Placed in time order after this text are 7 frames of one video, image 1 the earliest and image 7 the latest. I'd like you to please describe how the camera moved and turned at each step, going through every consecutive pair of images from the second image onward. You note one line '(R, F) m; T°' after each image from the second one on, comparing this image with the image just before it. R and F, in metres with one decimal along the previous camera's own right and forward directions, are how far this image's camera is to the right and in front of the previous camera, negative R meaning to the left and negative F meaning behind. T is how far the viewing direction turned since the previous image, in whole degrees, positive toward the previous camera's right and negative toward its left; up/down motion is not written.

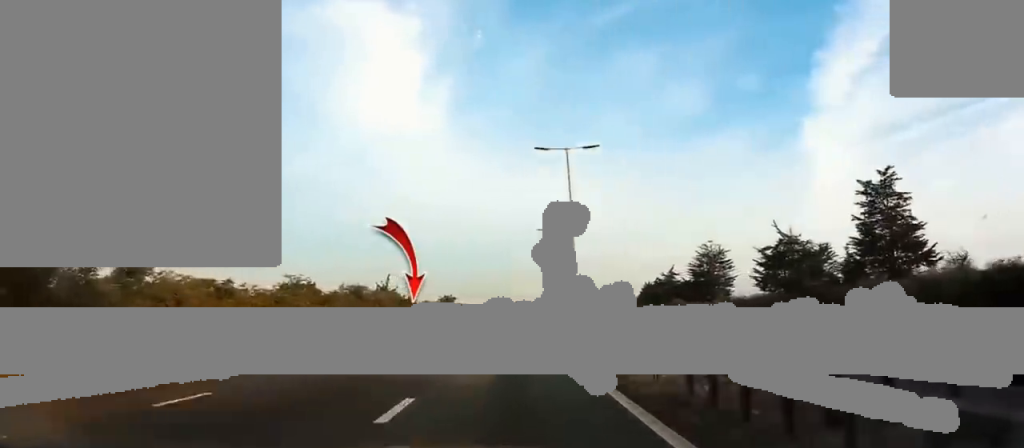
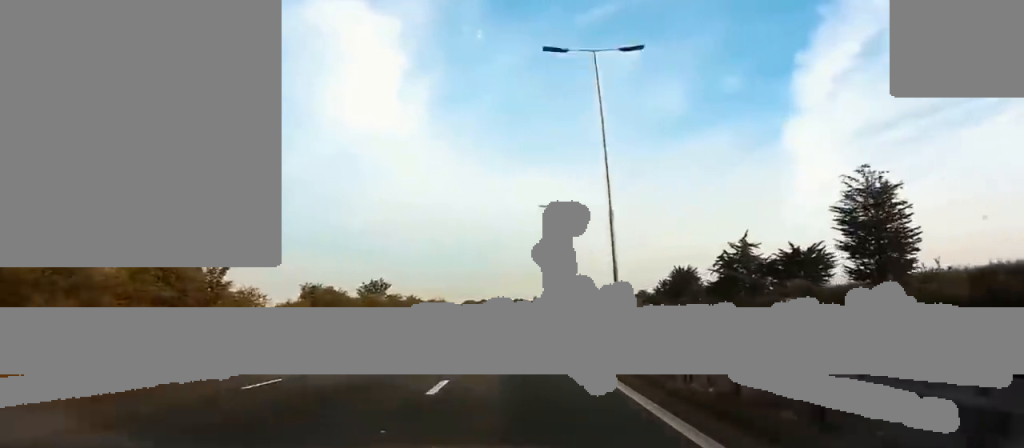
(+0.8, +51.4) m; +2°
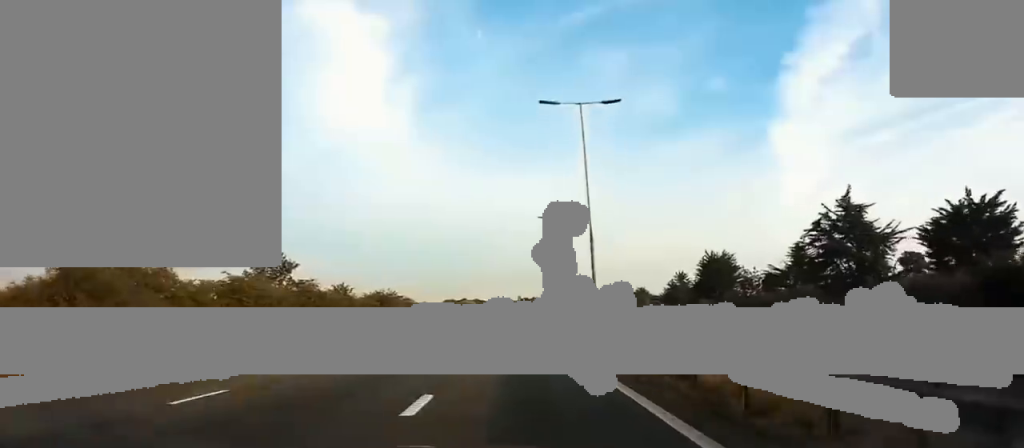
(+0.6, +29.7) m; +2°
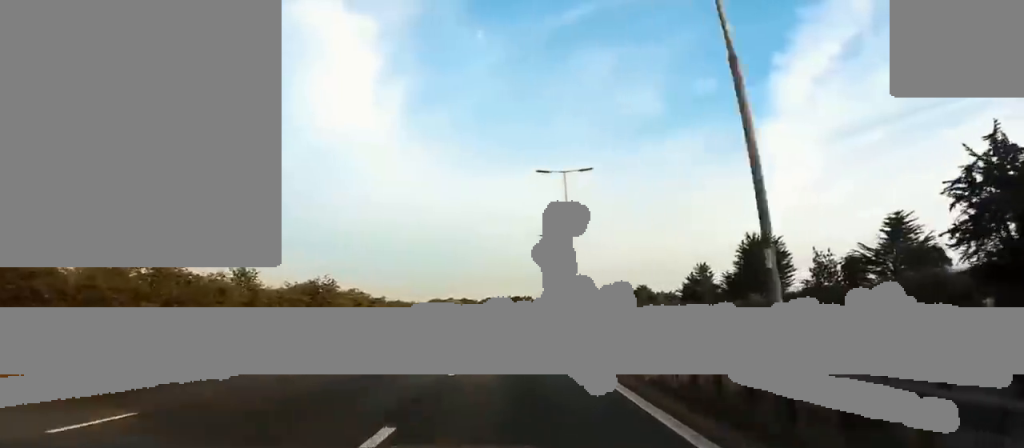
(+0.2, +20.4) m; +1°
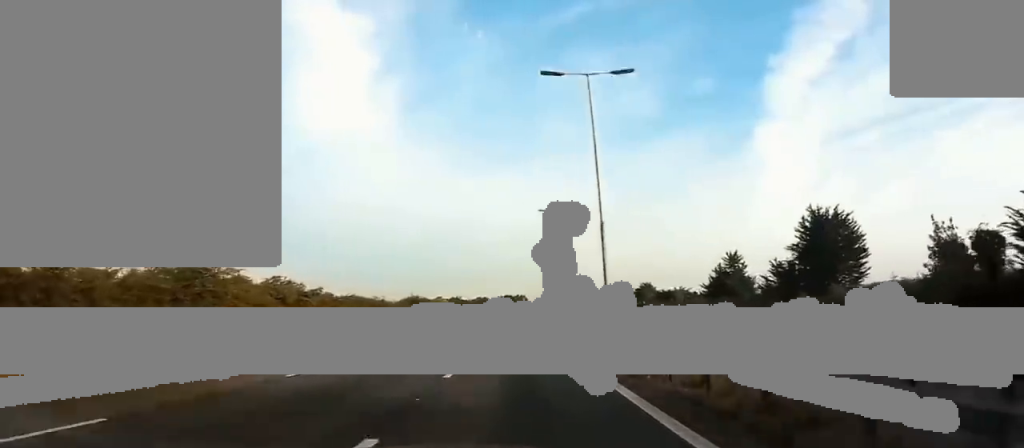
(0.0, +18.8) m; +1°
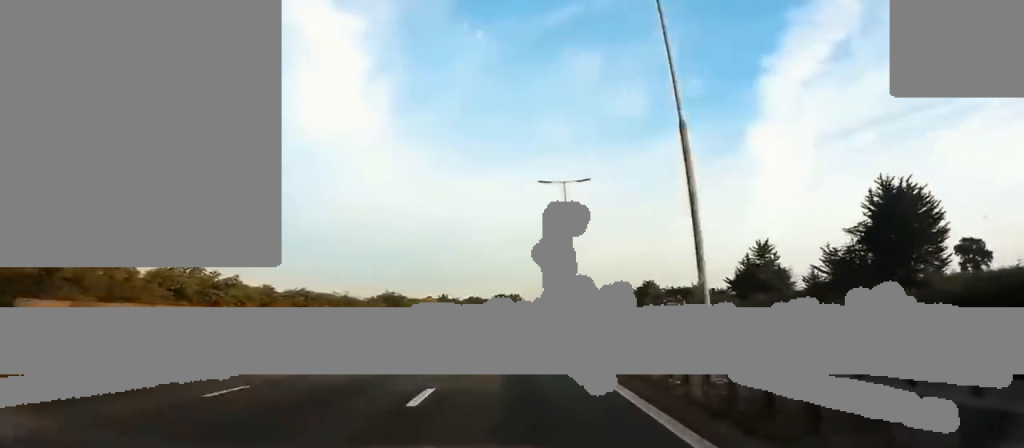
(+0.1, +13.9) m; +1°
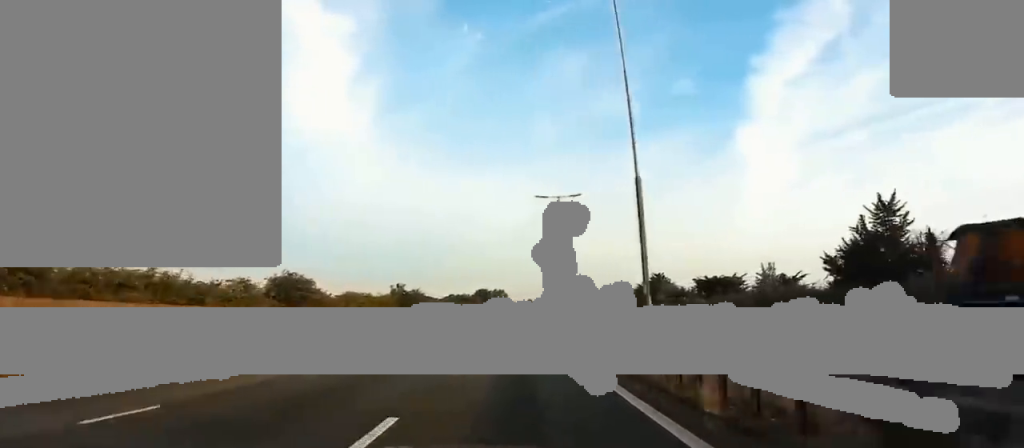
(+0.4, +29.6) m; +1°
